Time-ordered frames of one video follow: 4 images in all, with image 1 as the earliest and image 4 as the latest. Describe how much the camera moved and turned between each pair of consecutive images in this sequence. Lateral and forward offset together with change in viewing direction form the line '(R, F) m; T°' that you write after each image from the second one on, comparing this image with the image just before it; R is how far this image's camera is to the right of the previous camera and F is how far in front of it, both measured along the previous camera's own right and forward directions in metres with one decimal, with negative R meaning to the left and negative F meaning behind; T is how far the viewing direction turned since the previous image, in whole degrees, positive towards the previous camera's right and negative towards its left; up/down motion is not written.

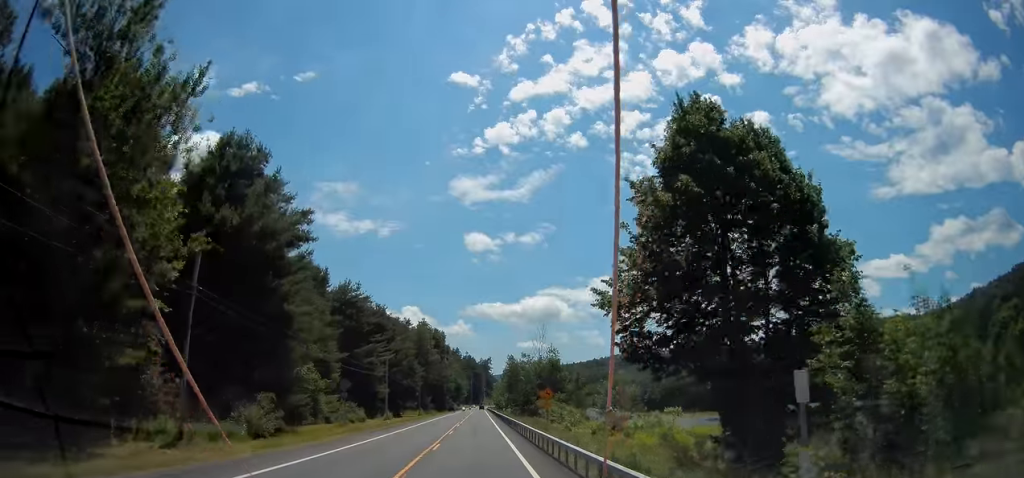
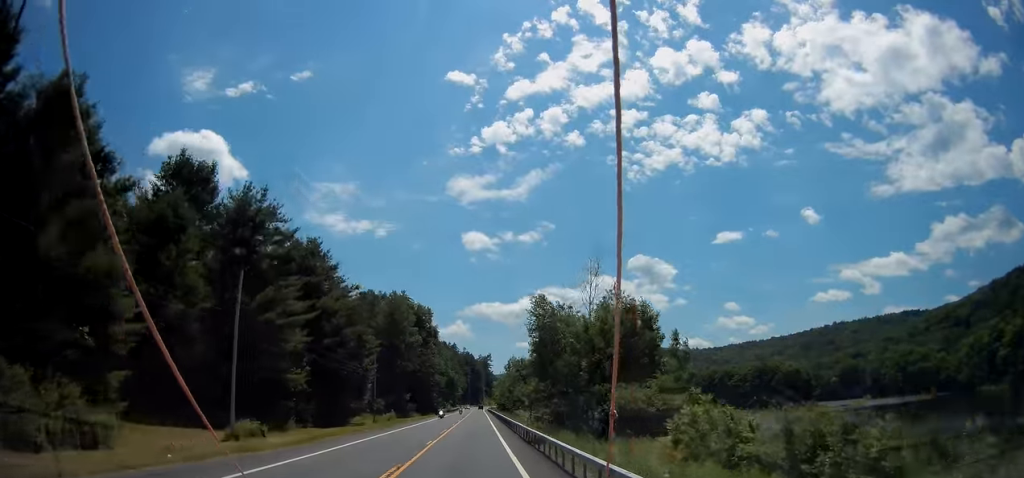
(-0.1, +41.4) m; 0°
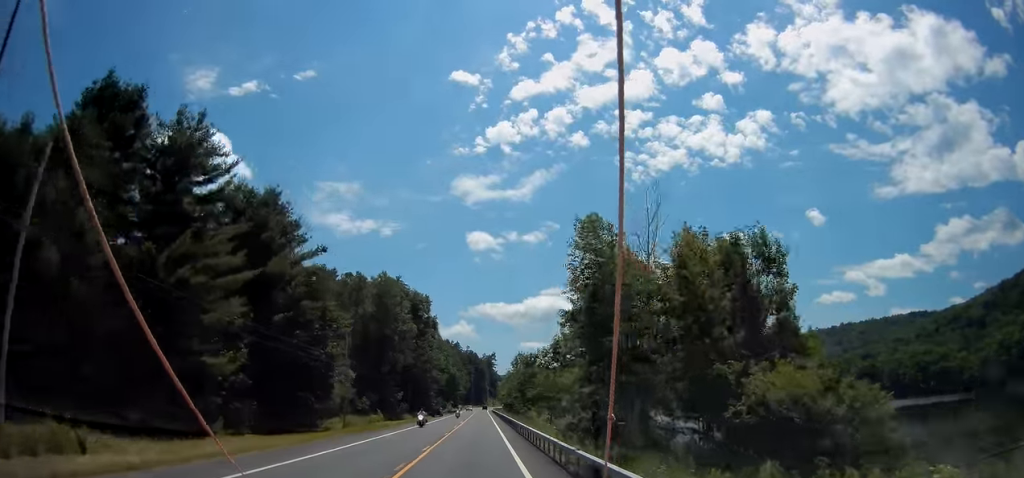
(0.0, +14.9) m; 0°
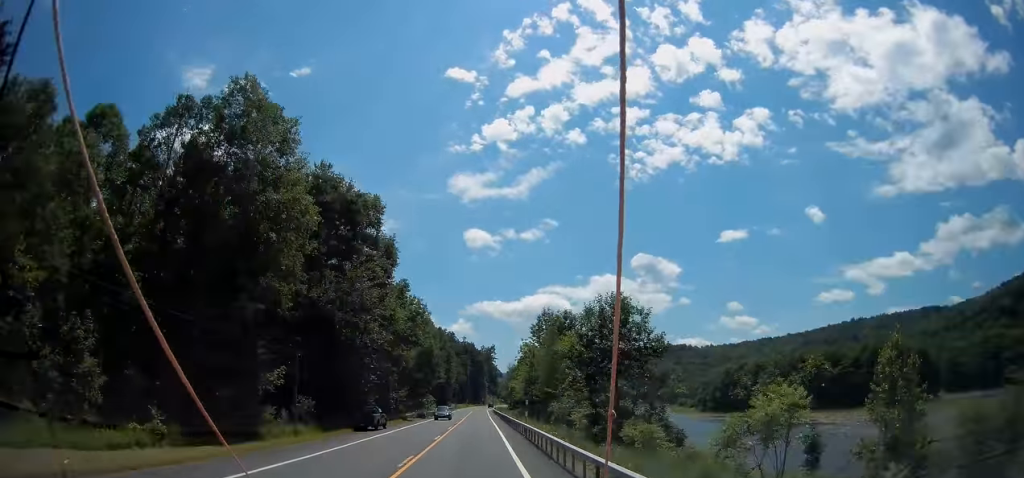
(0.0, +54.7) m; 0°
